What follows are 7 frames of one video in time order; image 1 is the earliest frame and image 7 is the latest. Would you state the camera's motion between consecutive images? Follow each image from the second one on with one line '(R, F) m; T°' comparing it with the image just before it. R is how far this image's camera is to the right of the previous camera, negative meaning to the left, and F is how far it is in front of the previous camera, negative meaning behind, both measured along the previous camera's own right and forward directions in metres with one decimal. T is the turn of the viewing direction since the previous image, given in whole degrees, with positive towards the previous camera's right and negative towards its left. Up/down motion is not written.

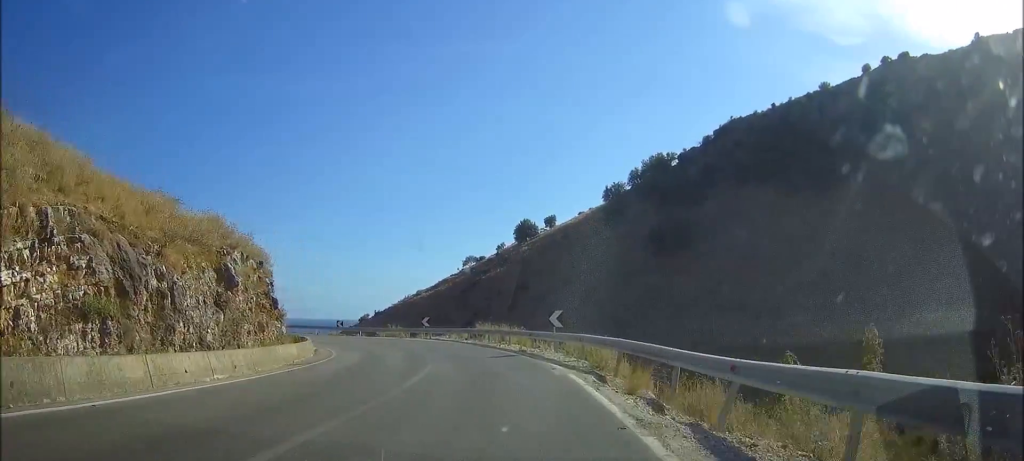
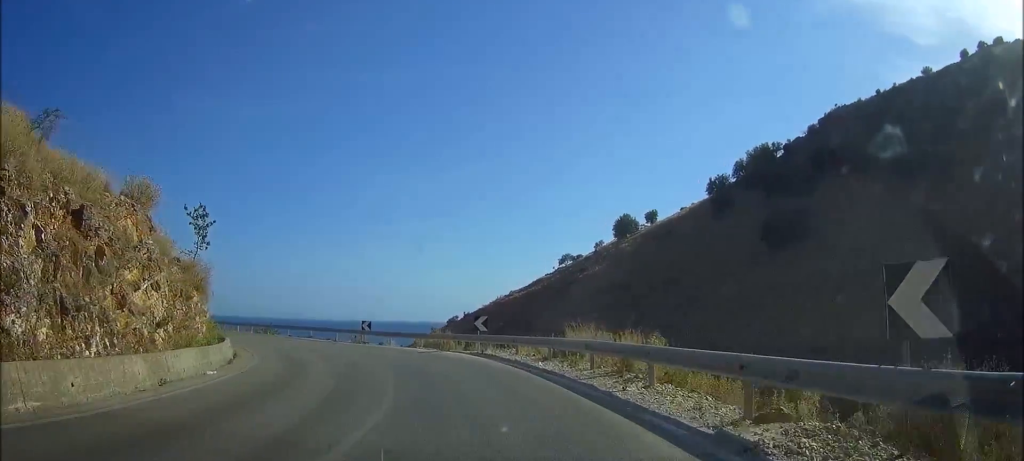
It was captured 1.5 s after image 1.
(-1.1, +20.3) m; -11°
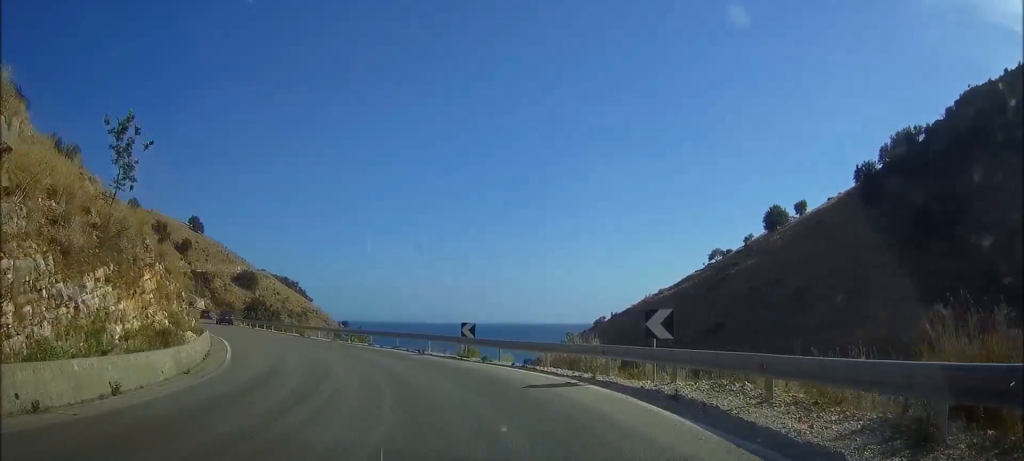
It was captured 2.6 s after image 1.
(-1.4, +14.5) m; -13°
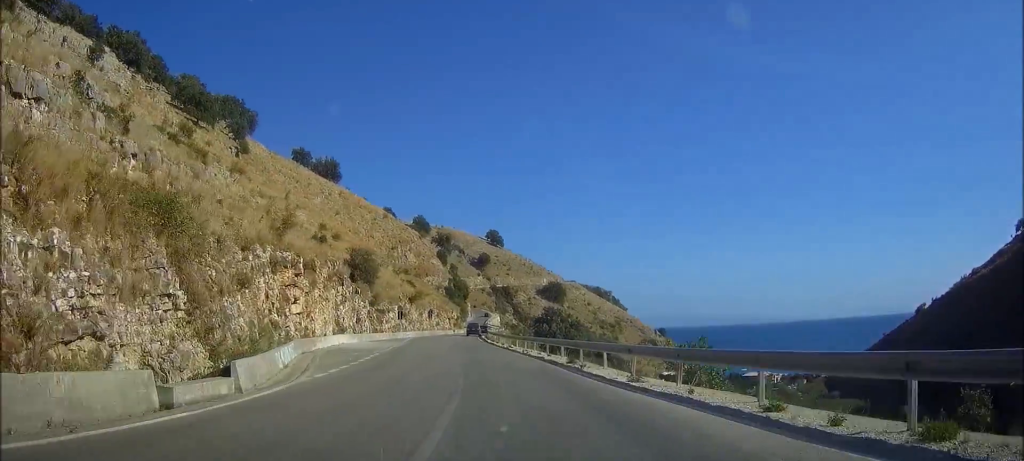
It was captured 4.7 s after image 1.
(-6.5, +28.2) m; -22°
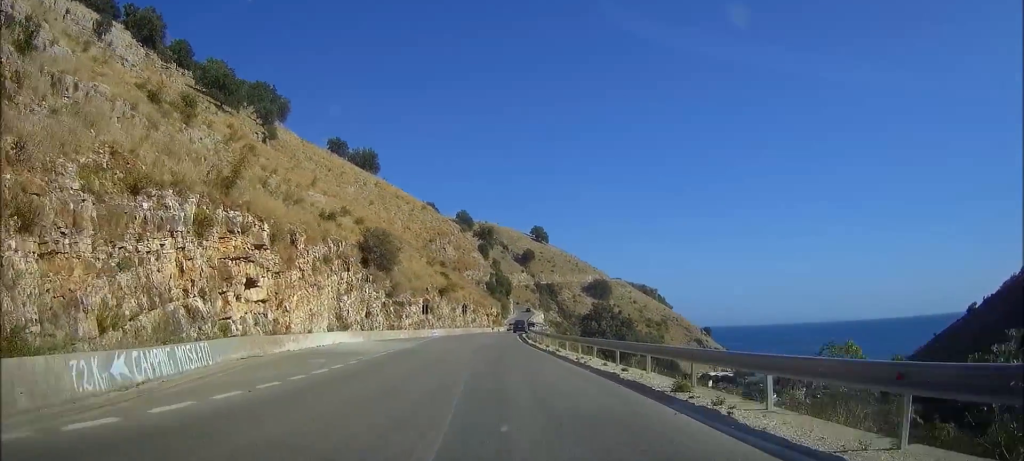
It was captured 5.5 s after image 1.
(-0.5, +12.7) m; -2°
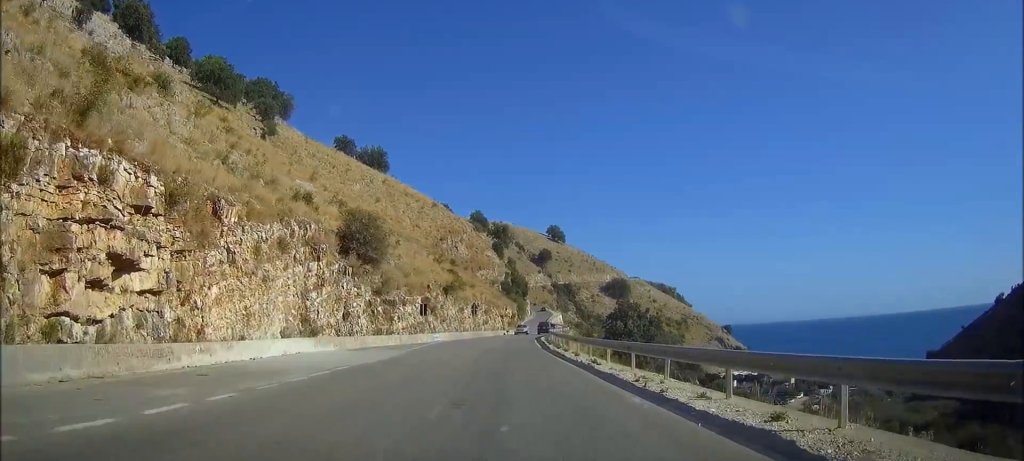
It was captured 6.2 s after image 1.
(-0.1, +11.2) m; -1°
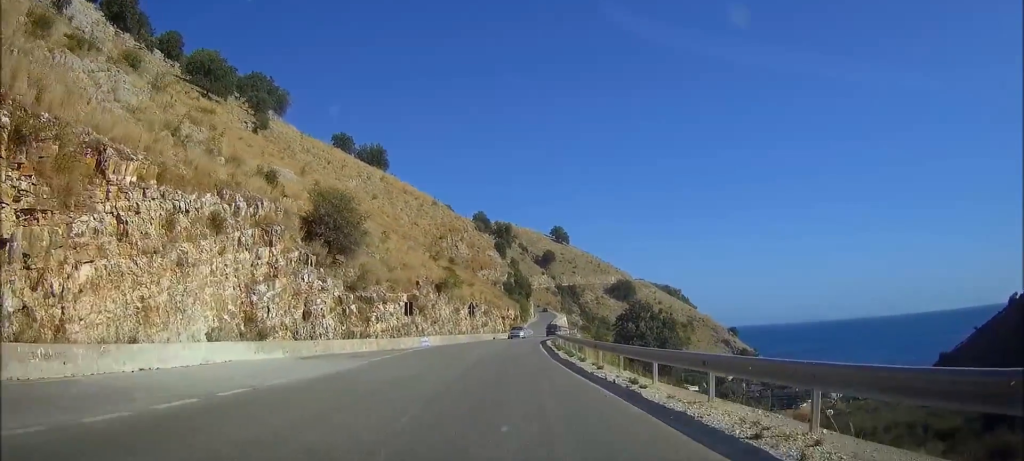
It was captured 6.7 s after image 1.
(0.0, +8.2) m; 0°
